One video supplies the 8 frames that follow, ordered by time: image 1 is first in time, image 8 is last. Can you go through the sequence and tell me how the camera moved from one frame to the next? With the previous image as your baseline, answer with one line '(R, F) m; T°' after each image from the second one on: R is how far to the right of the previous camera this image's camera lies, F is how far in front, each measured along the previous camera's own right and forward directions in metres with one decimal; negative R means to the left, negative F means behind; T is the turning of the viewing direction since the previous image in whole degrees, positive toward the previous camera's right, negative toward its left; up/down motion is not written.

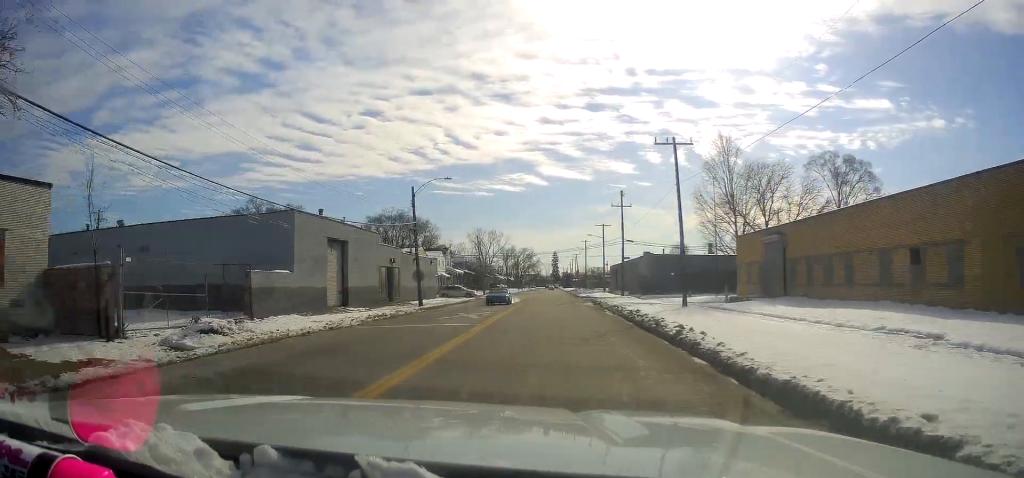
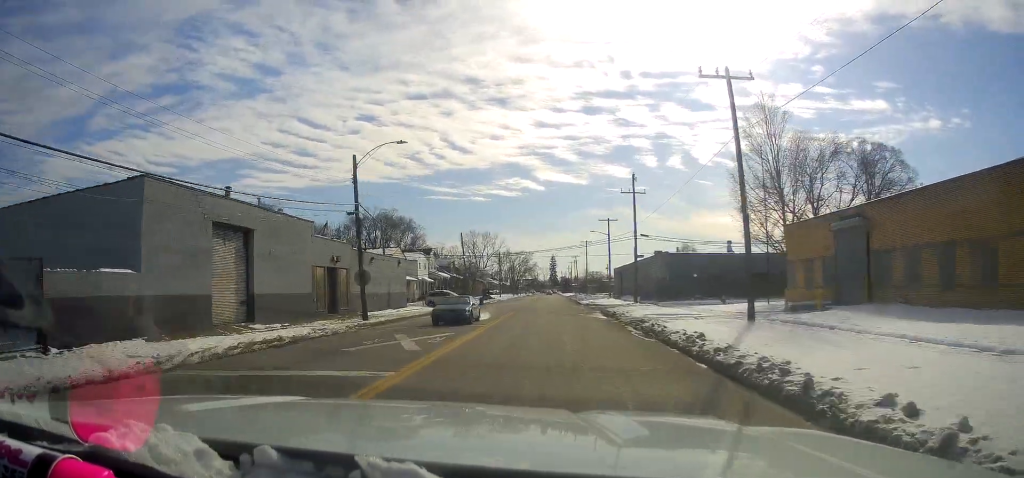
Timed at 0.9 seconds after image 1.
(+0.2, +12.6) m; +1°
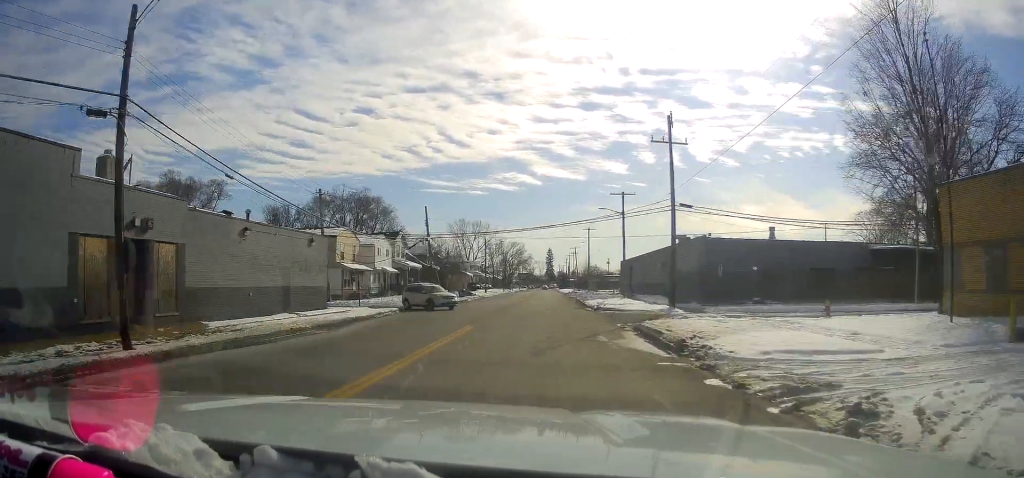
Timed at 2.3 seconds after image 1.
(0.0, +19.3) m; -3°
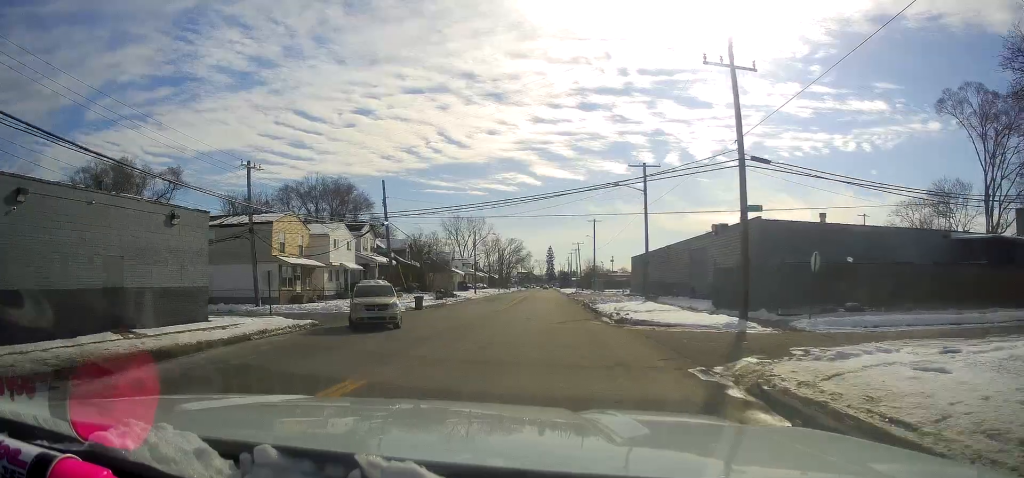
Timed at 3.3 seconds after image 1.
(-0.7, +14.2) m; -1°
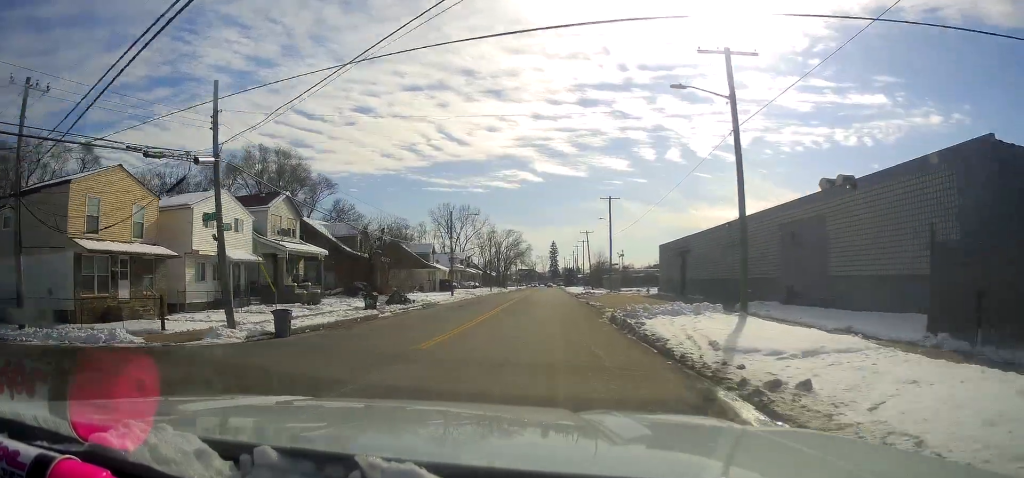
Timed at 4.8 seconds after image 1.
(+1.0, +21.6) m; +3°
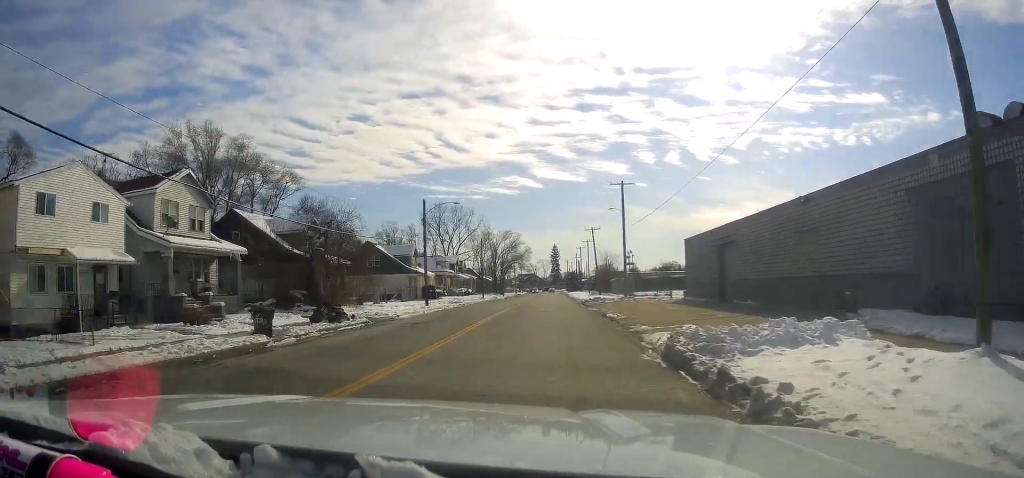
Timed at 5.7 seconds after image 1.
(0.0, +13.0) m; 0°
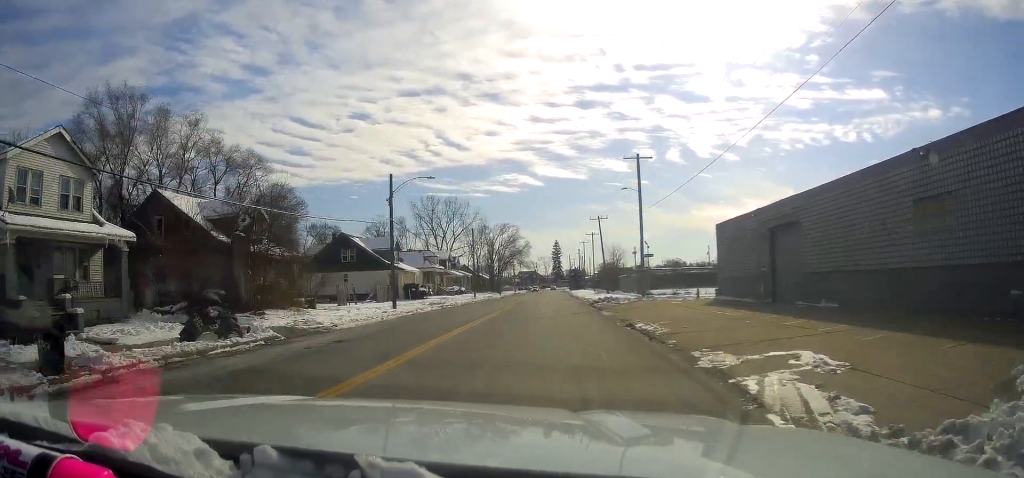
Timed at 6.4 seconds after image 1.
(+0.1, +10.5) m; -1°
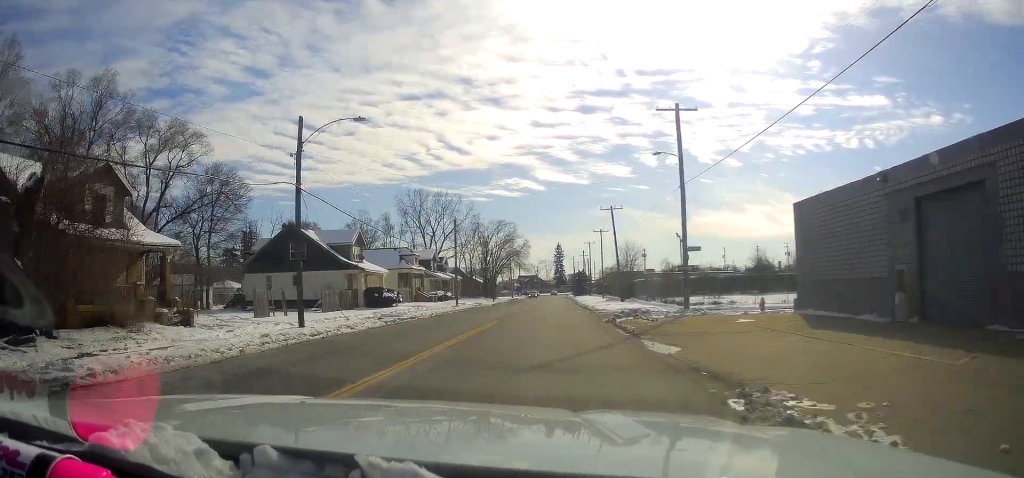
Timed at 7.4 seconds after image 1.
(-0.4, +15.0) m; 0°
